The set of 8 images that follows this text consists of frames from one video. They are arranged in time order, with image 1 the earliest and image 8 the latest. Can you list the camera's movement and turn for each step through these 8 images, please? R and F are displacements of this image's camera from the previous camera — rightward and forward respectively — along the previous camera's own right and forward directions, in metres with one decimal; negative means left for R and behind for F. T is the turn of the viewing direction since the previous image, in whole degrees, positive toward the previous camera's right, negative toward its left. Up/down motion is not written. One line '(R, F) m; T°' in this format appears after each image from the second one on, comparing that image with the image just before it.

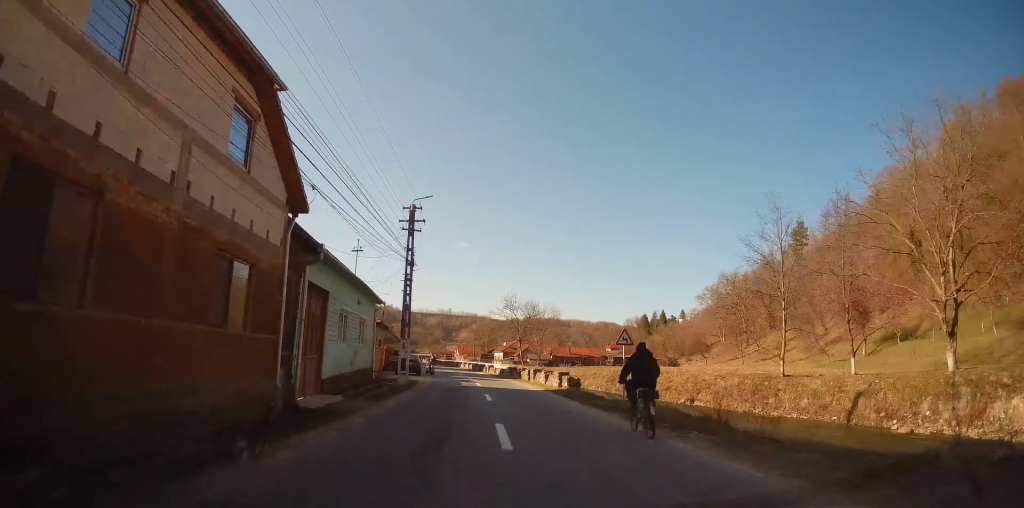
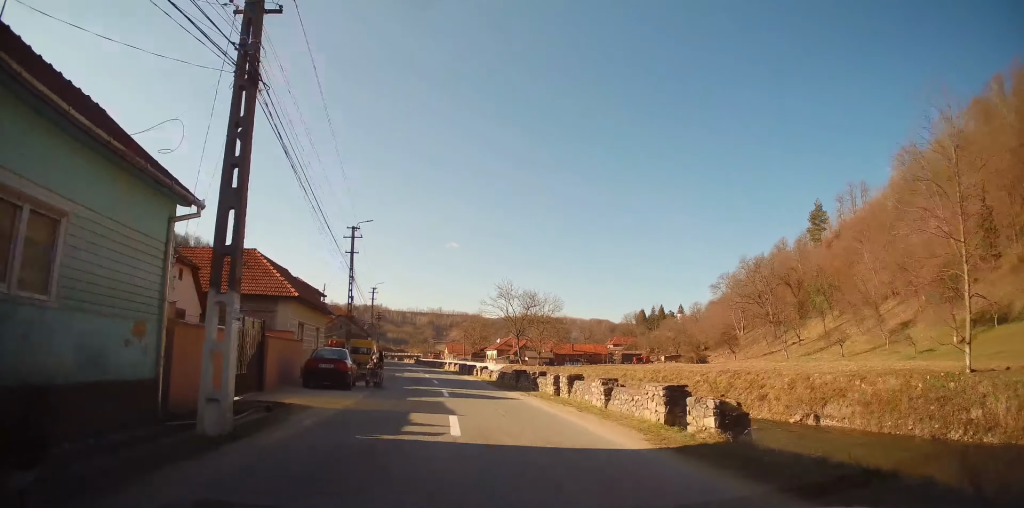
(+0.2, +17.6) m; +2°
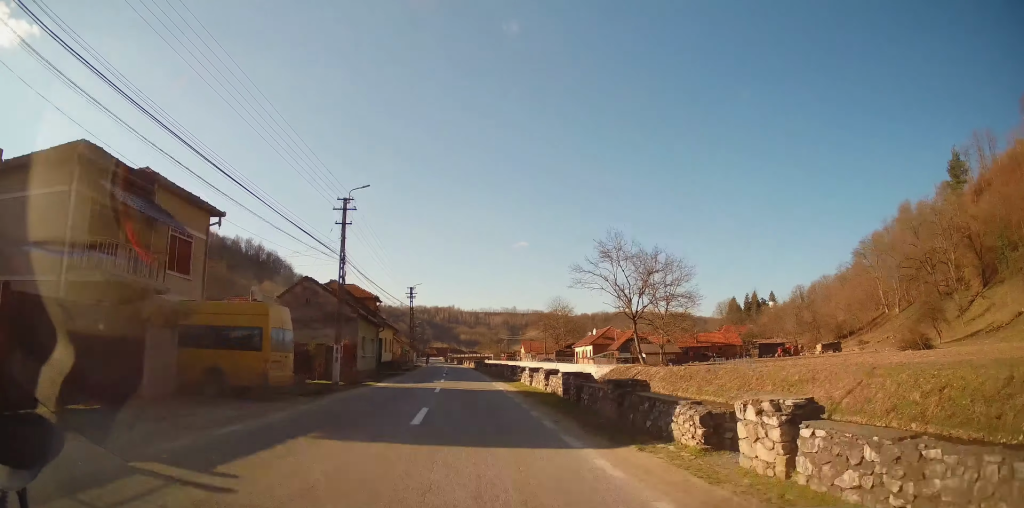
(-1.0, +34.7) m; -5°
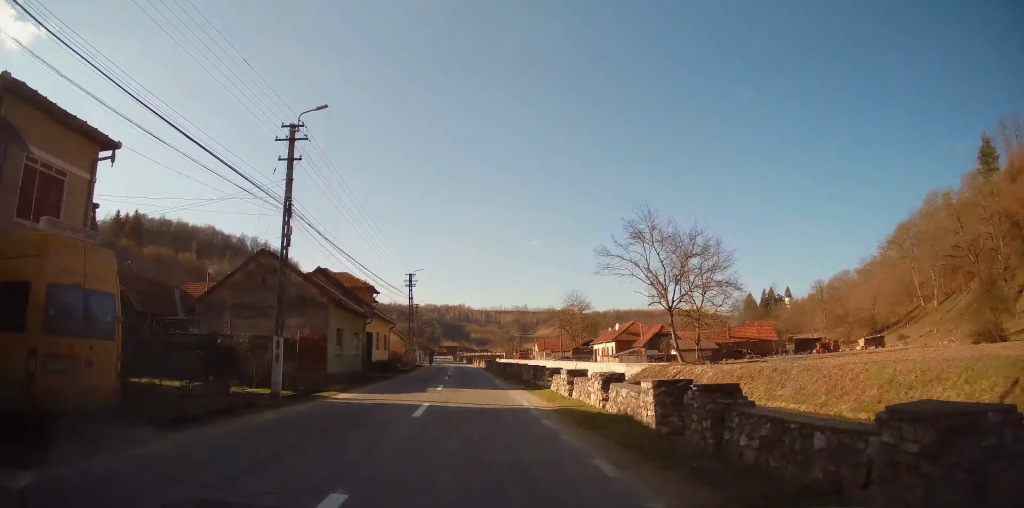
(-0.1, +8.4) m; -1°
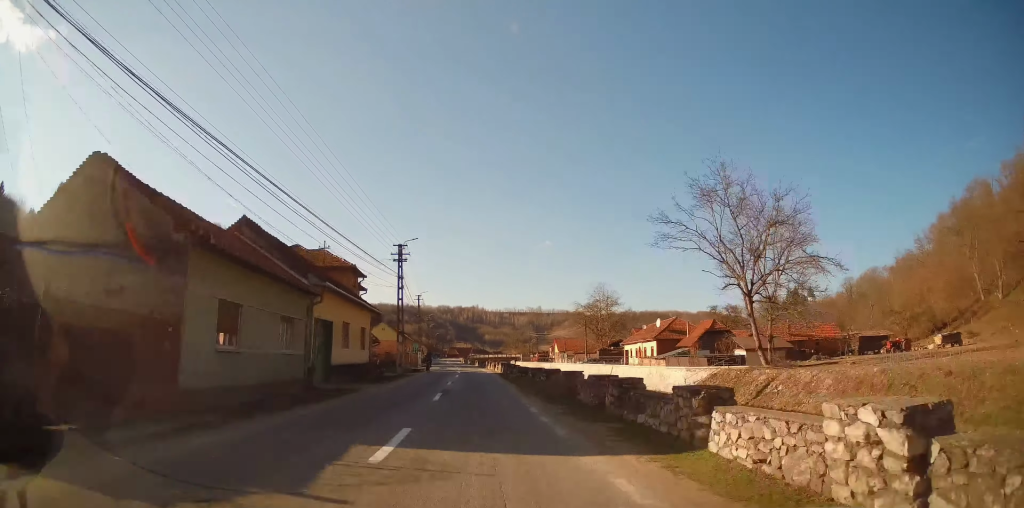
(0.0, +13.5) m; -2°
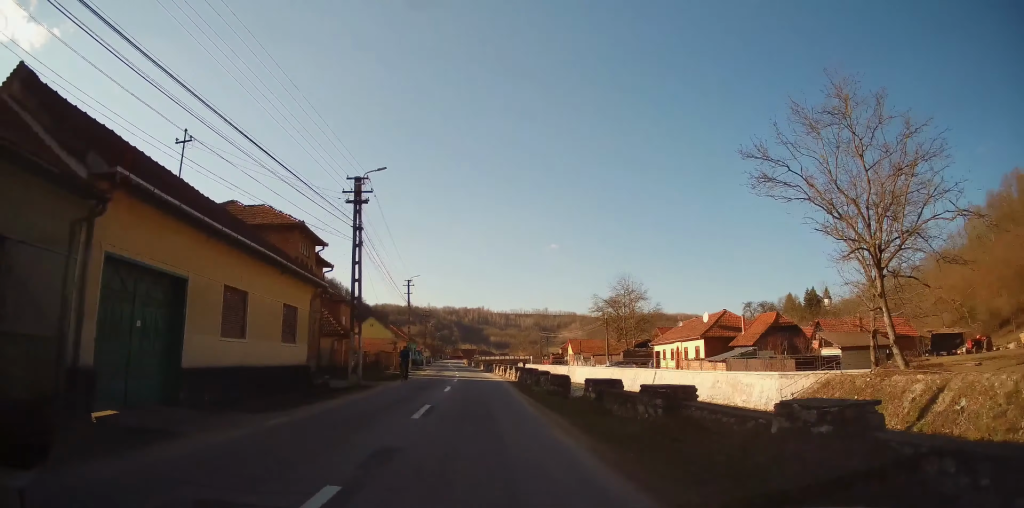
(-0.6, +13.8) m; -2°
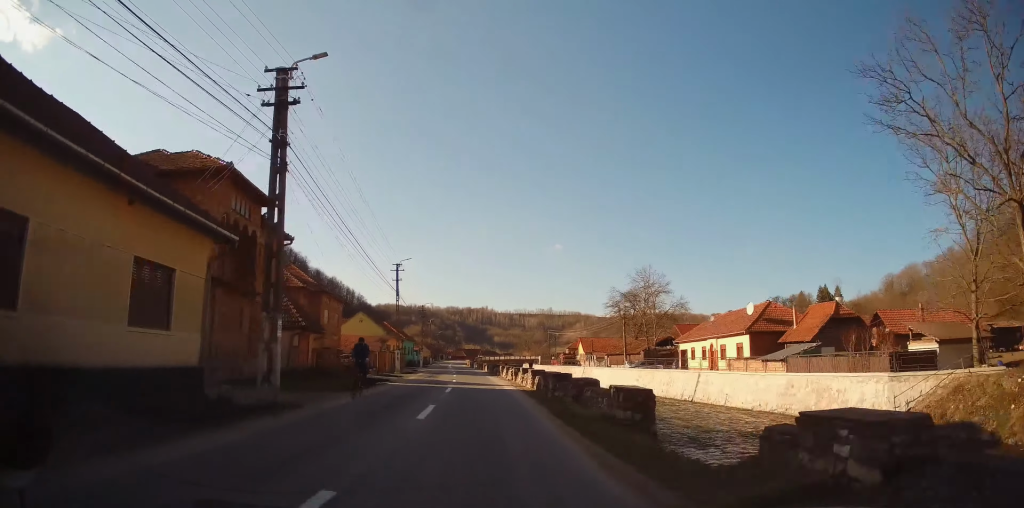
(0.0, +9.3) m; +1°
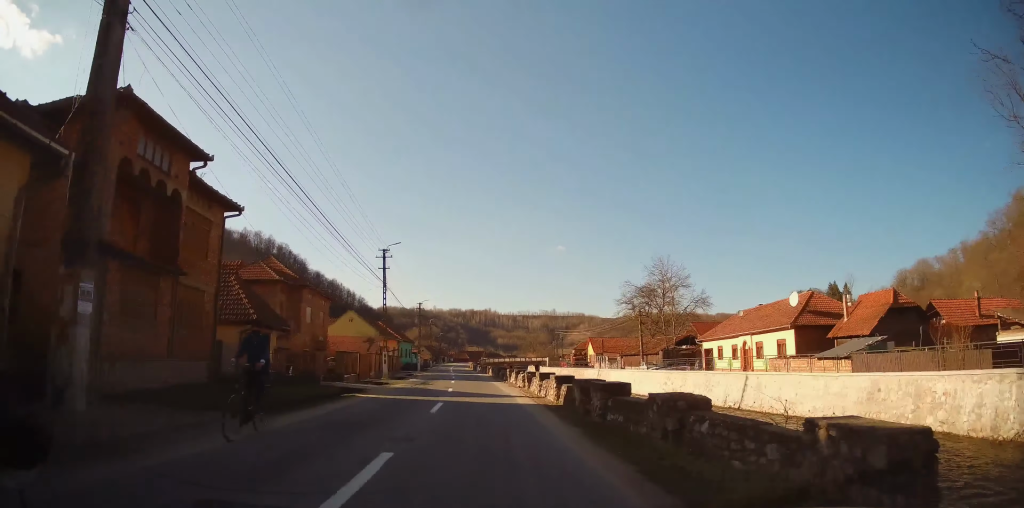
(0.0, +6.9) m; 0°
